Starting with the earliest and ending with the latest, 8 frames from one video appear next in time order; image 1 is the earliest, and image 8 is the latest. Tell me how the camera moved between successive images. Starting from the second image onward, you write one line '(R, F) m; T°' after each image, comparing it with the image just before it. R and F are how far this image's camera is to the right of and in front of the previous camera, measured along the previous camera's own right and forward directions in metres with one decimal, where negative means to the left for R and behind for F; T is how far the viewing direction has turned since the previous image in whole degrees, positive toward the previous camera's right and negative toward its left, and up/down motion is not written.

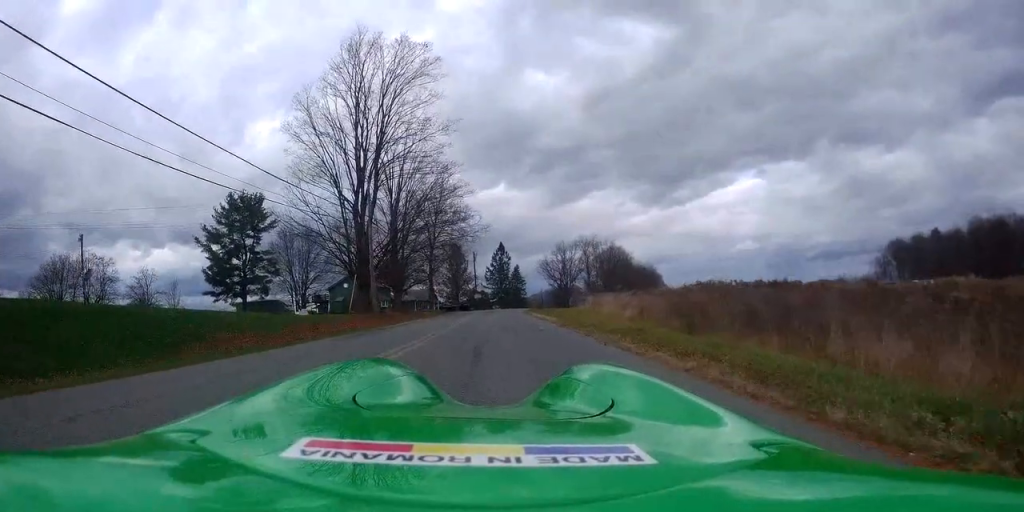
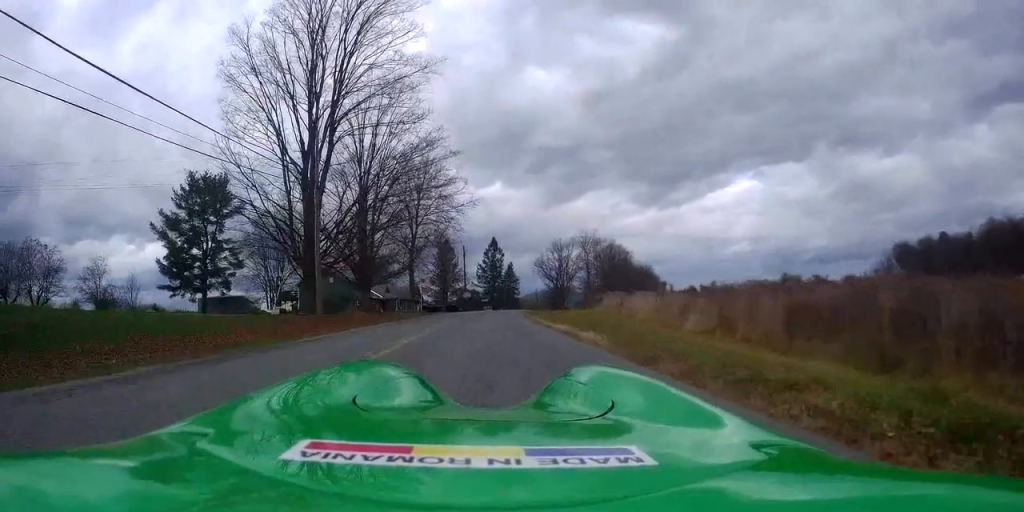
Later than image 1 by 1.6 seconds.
(-0.1, +10.2) m; 0°
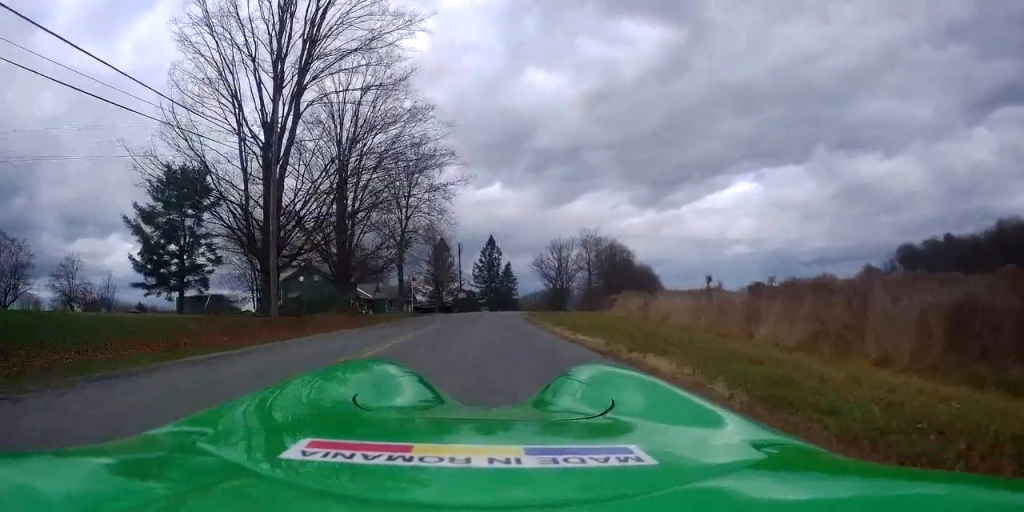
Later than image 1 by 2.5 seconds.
(0.0, +5.4) m; +2°
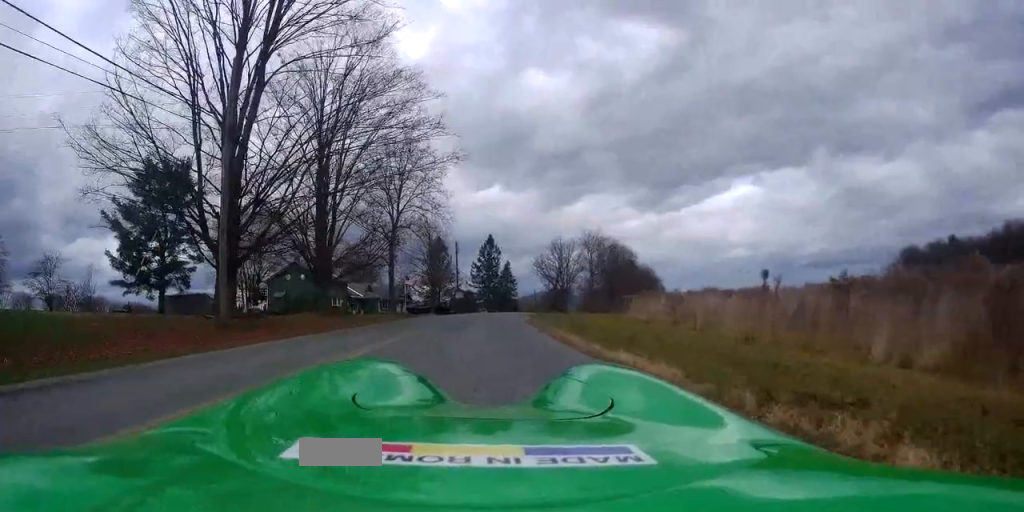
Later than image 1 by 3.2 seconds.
(+0.3, +4.3) m; +1°
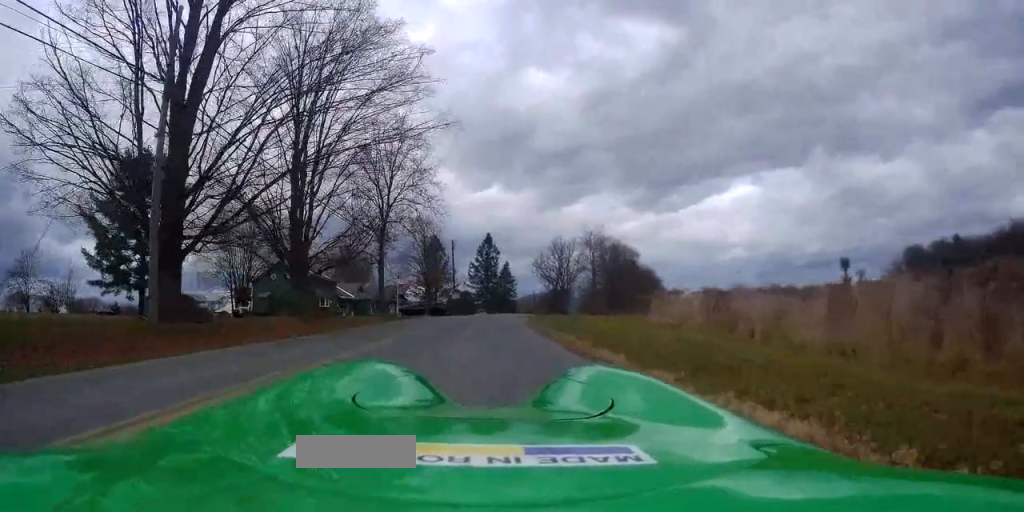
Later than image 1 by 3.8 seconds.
(-0.2, +4.0) m; 0°
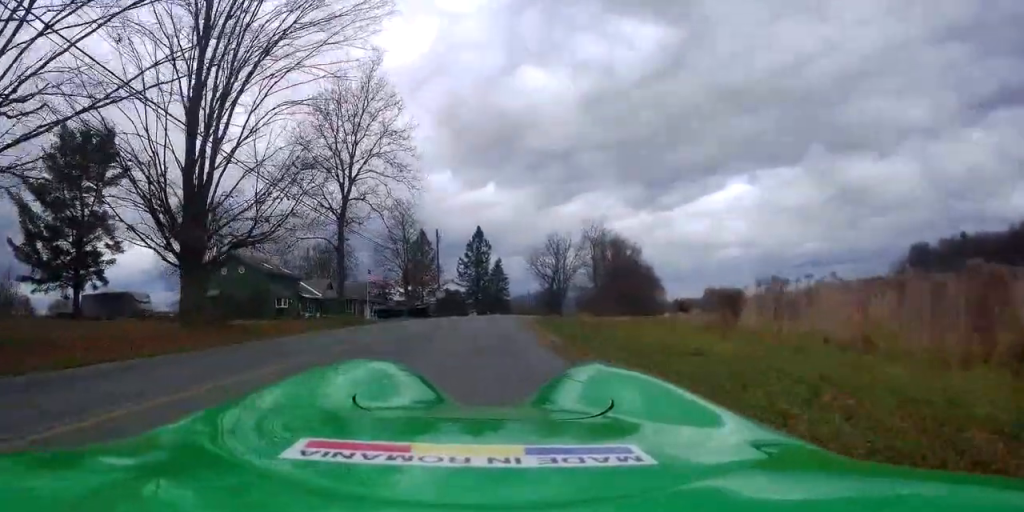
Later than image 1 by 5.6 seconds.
(+0.1, +9.7) m; +1°
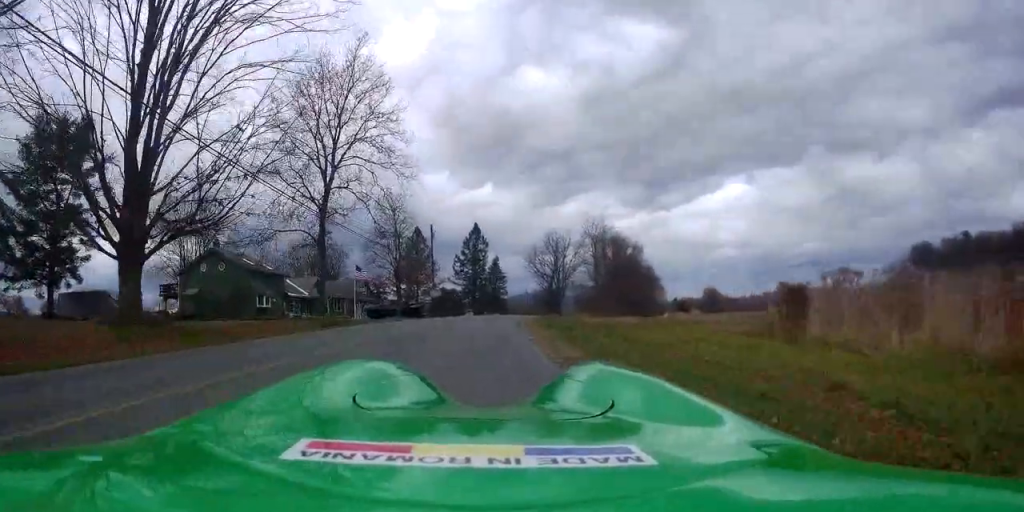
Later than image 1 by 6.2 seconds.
(-0.2, +3.0) m; +2°
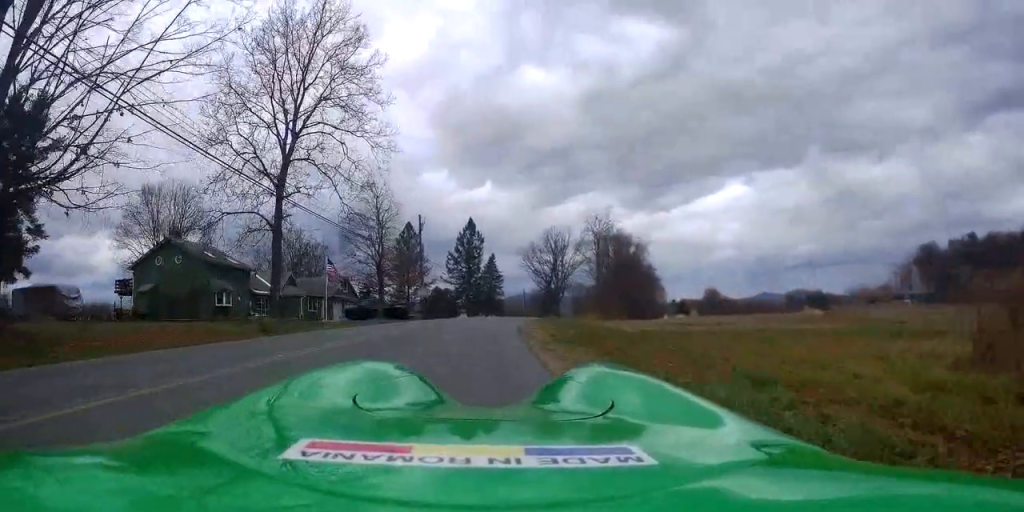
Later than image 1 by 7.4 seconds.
(+0.4, +7.5) m; 0°
